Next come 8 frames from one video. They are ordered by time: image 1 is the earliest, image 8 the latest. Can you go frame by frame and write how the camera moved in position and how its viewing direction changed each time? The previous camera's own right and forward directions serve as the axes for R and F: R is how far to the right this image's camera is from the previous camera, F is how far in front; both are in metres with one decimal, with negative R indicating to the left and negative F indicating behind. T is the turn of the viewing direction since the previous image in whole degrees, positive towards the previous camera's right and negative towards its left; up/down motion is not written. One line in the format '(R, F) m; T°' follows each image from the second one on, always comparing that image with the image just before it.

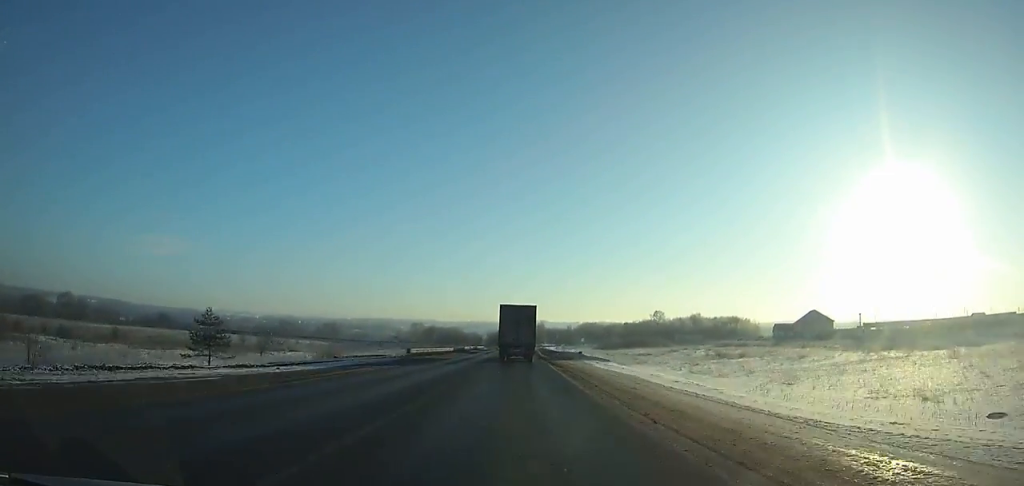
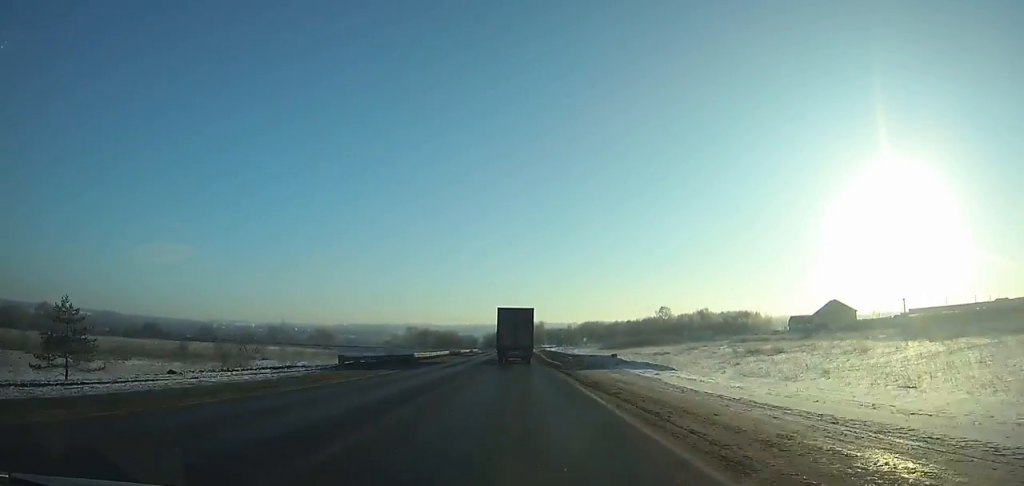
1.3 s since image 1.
(+0.1, +19.5) m; 0°
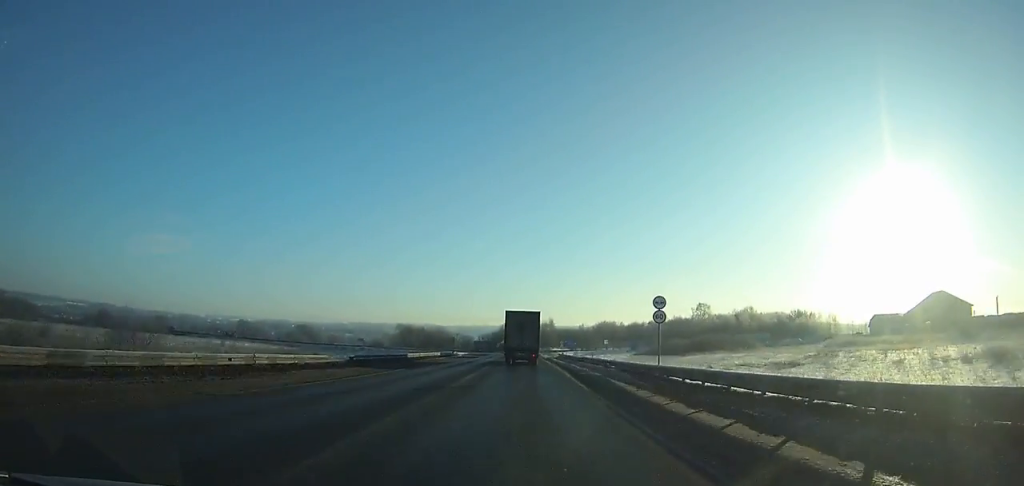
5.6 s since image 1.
(-0.3, +59.0) m; 0°
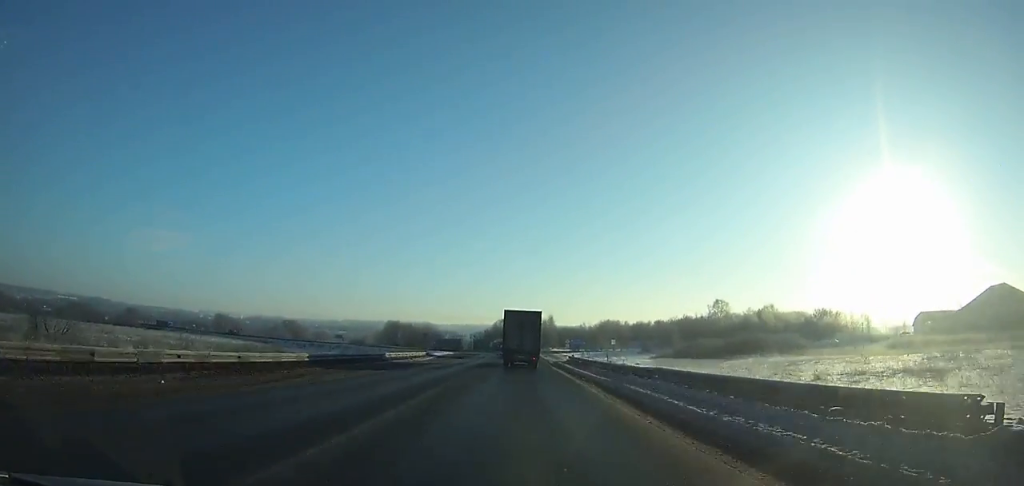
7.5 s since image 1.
(-0.1, +24.5) m; 0°
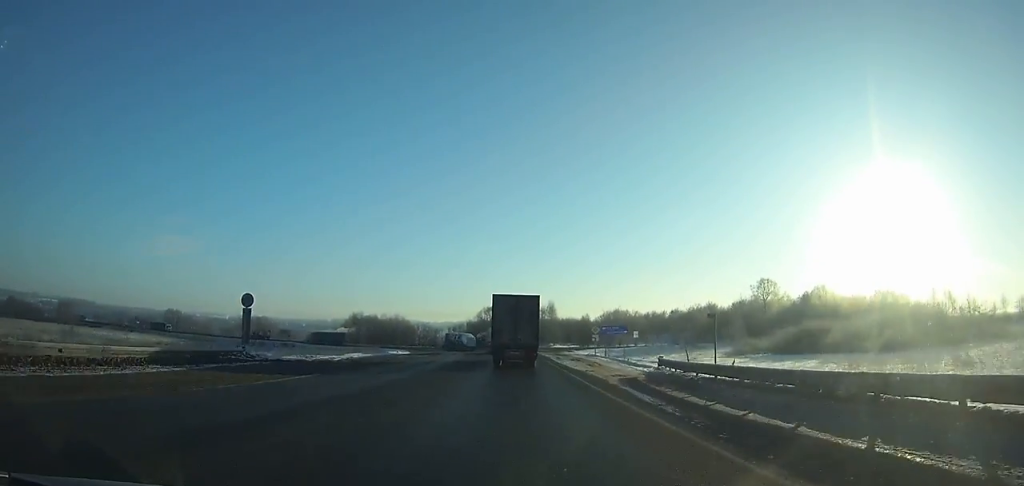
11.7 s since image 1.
(+0.6, +48.8) m; +1°
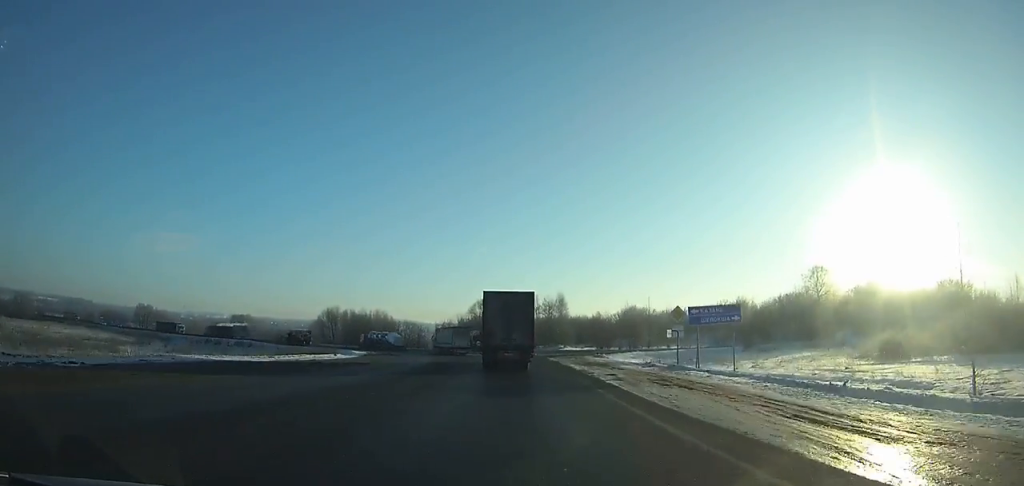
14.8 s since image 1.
(-0.1, +33.8) m; -2°
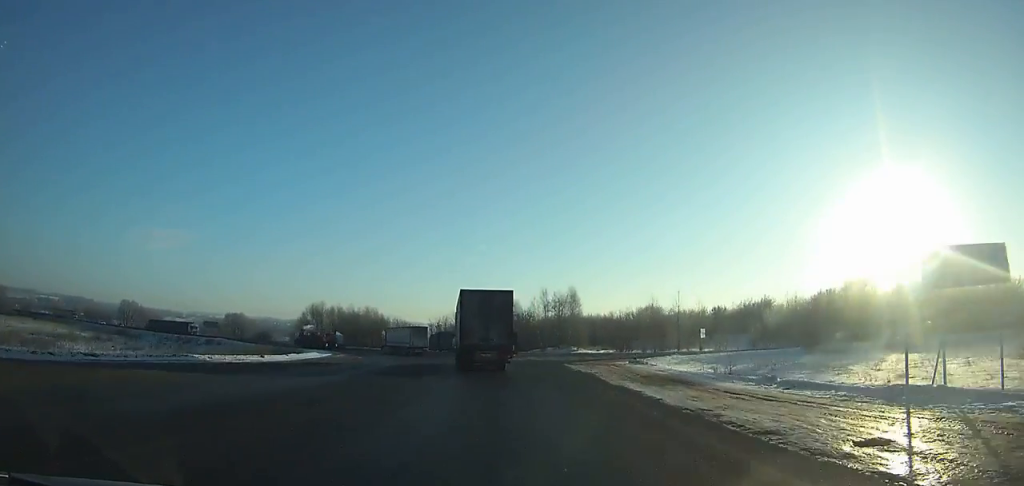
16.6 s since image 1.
(0.0, +19.3) m; -2°
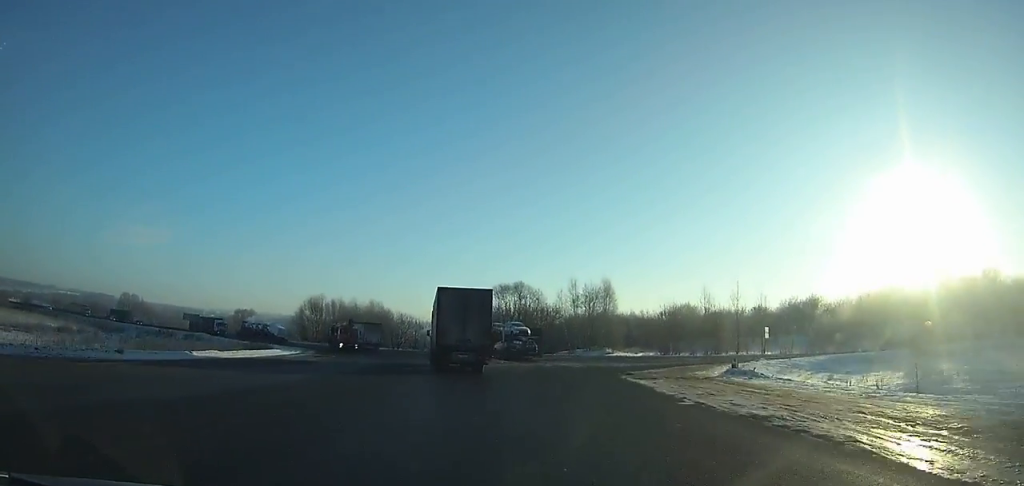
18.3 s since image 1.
(-0.5, +18.3) m; -4°
